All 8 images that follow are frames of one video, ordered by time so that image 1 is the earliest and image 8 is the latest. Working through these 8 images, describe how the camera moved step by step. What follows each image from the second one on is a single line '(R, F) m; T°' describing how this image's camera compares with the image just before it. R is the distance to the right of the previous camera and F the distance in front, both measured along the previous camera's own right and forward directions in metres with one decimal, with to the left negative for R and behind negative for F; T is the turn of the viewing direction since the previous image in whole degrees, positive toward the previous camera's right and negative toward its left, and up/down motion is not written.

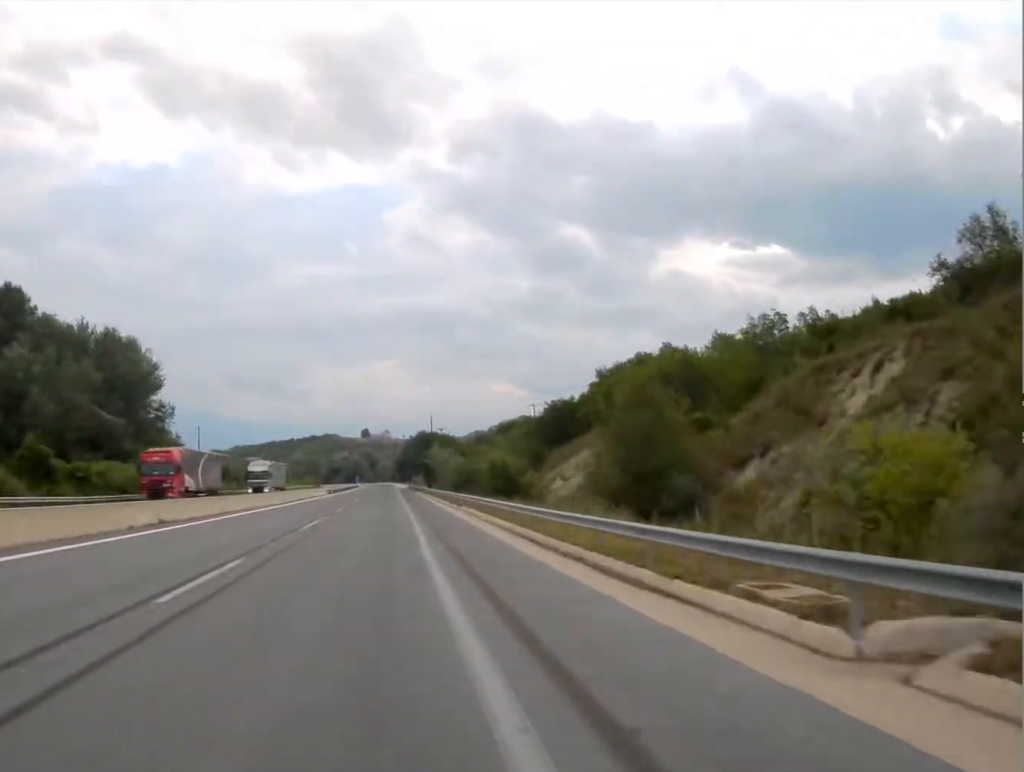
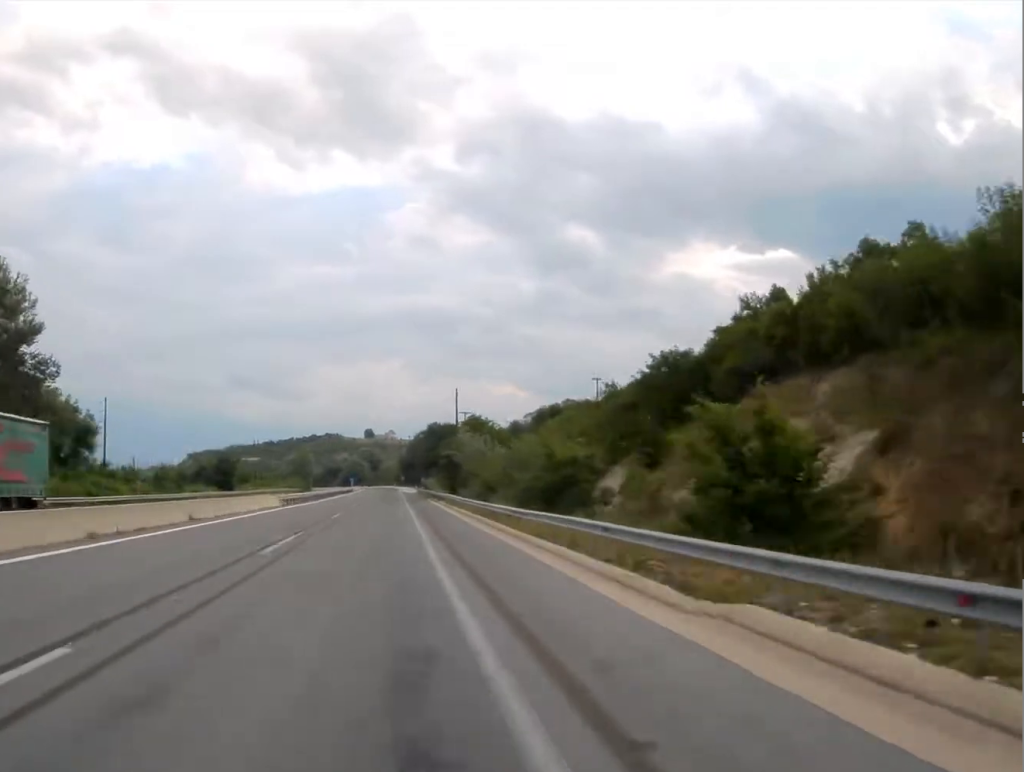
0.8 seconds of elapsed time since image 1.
(-0.1, +46.8) m; 0°
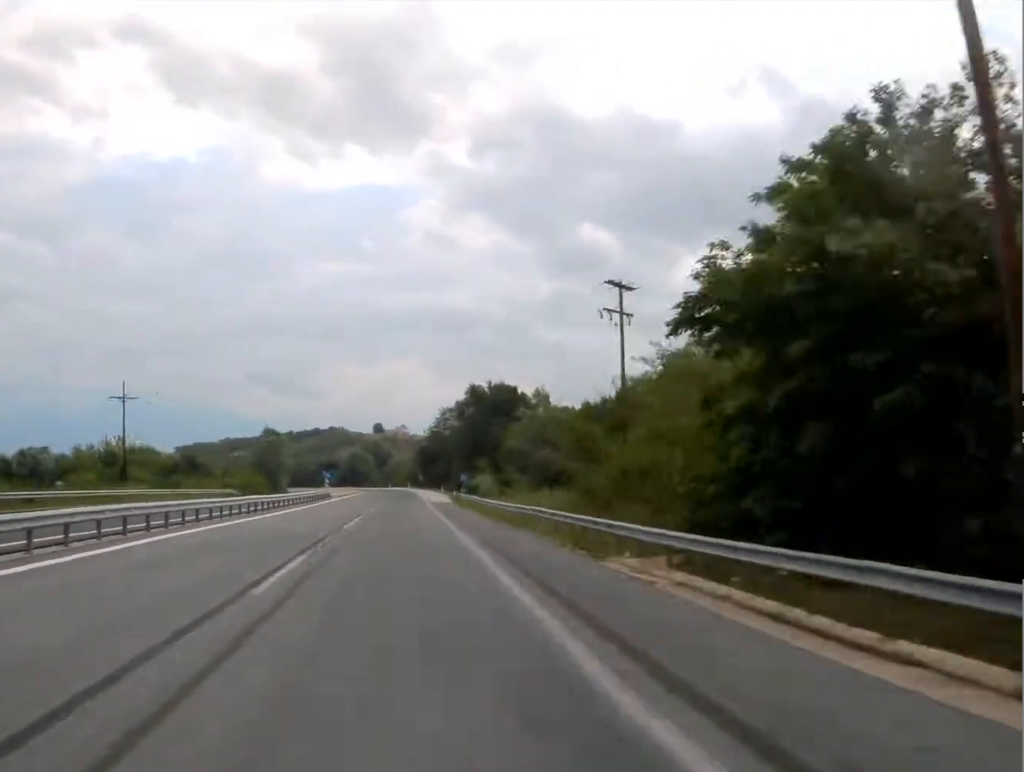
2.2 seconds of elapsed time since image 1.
(-0.6, +84.1) m; 0°
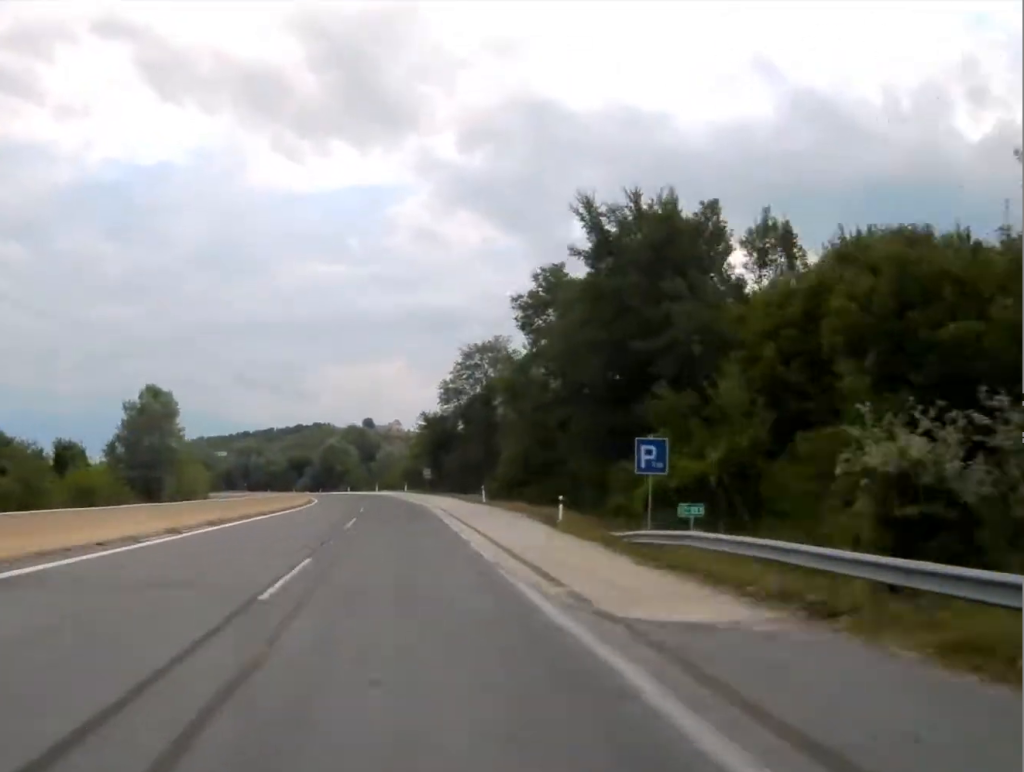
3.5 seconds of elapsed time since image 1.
(+0.1, +72.8) m; 0°
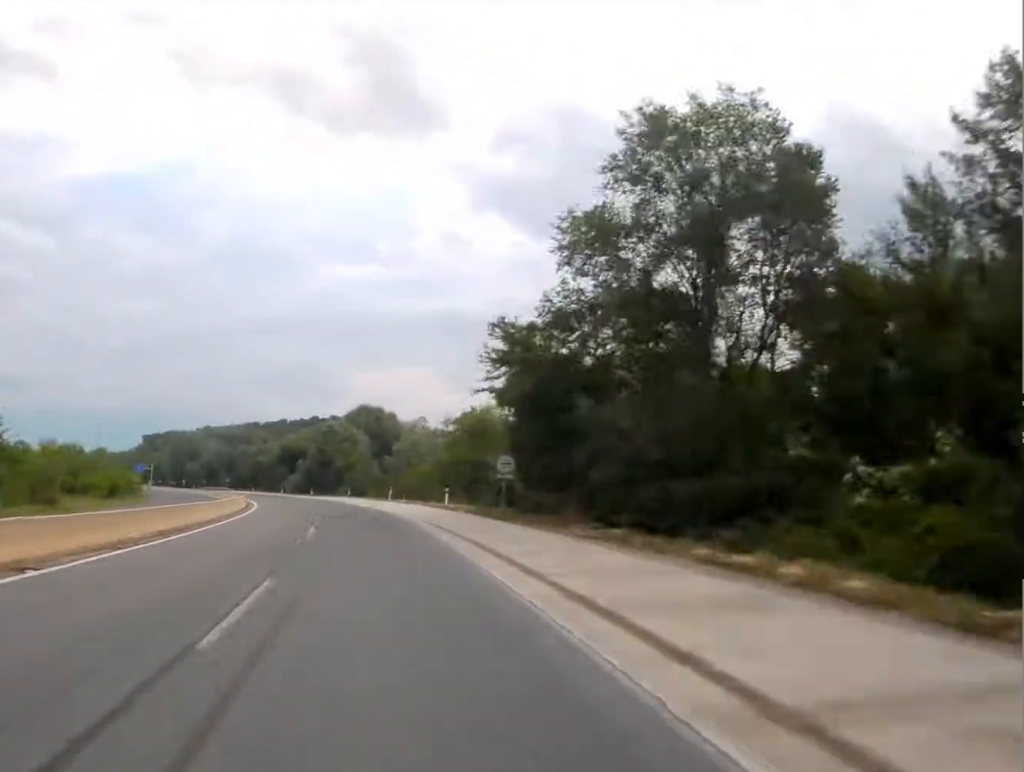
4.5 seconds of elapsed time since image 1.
(-0.4, +59.7) m; -2°
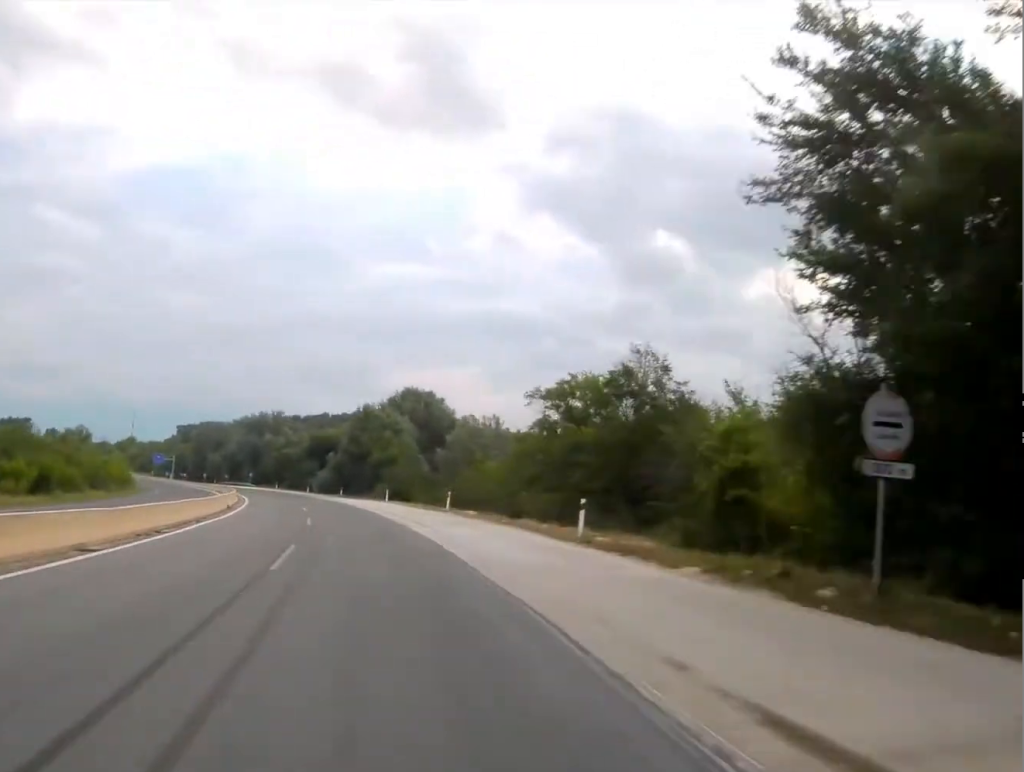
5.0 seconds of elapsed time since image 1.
(-0.8, +27.6) m; -2°
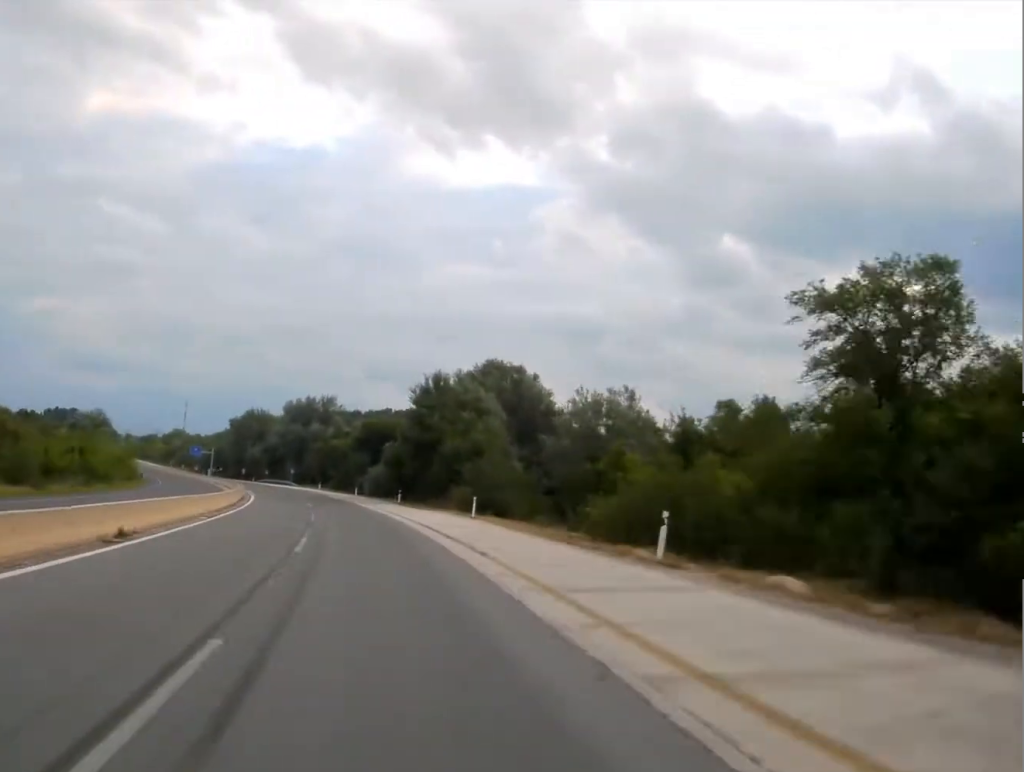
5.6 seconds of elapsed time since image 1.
(0.0, +31.1) m; -3°
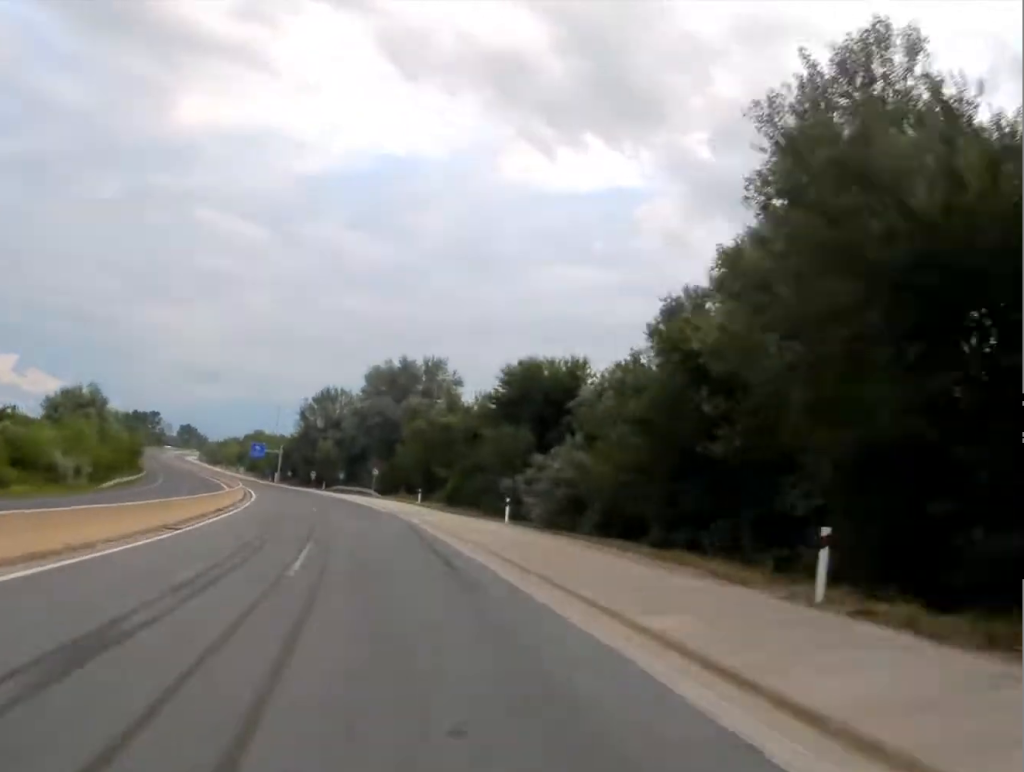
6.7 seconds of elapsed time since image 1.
(-3.5, +57.0) m; -7°
